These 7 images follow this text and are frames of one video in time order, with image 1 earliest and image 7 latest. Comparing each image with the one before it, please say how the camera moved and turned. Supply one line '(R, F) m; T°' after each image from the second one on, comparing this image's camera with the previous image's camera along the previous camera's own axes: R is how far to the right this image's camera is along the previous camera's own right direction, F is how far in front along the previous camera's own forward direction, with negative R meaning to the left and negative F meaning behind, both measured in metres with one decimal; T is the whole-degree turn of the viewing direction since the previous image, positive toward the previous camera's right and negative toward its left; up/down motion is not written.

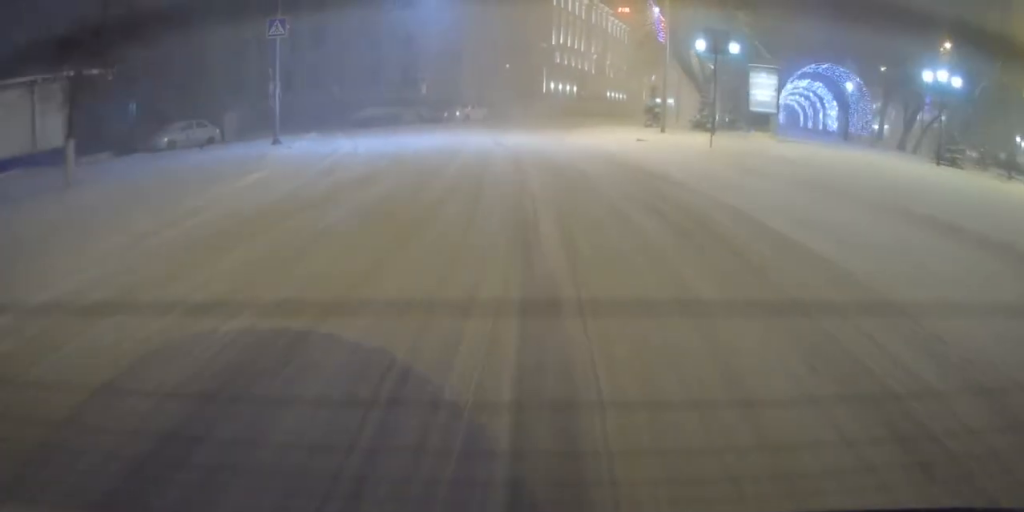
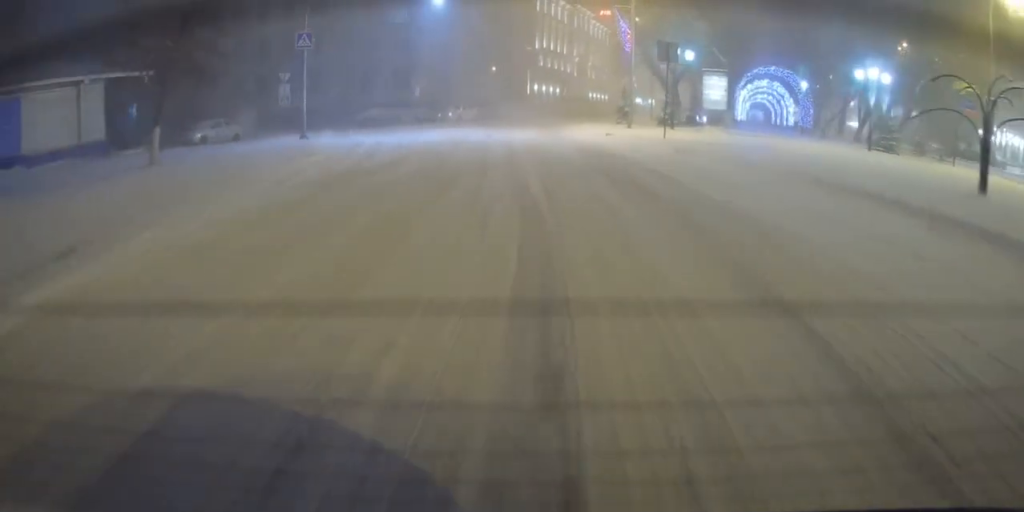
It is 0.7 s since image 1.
(+0.2, +4.7) m; +3°
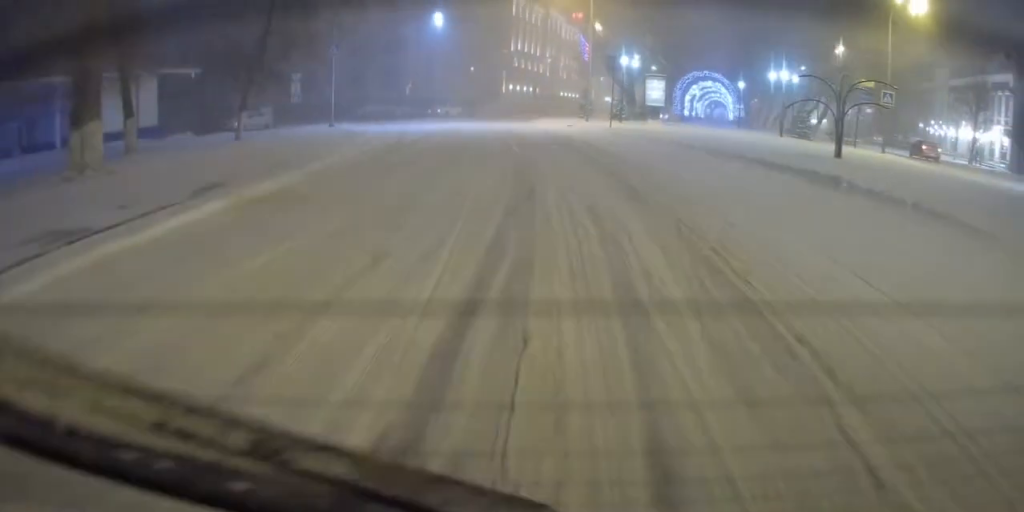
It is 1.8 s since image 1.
(+0.3, +7.9) m; +6°
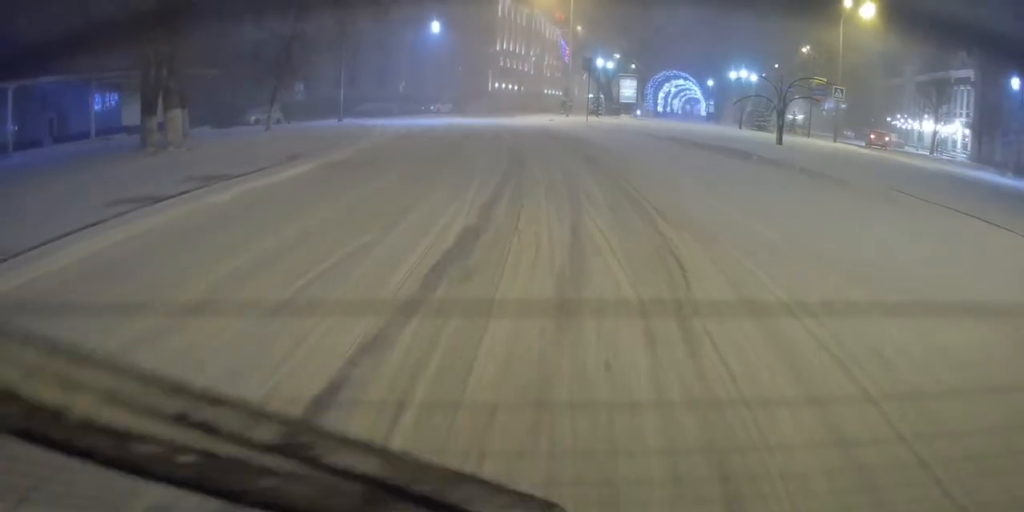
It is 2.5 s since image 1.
(+0.2, +4.5) m; +3°
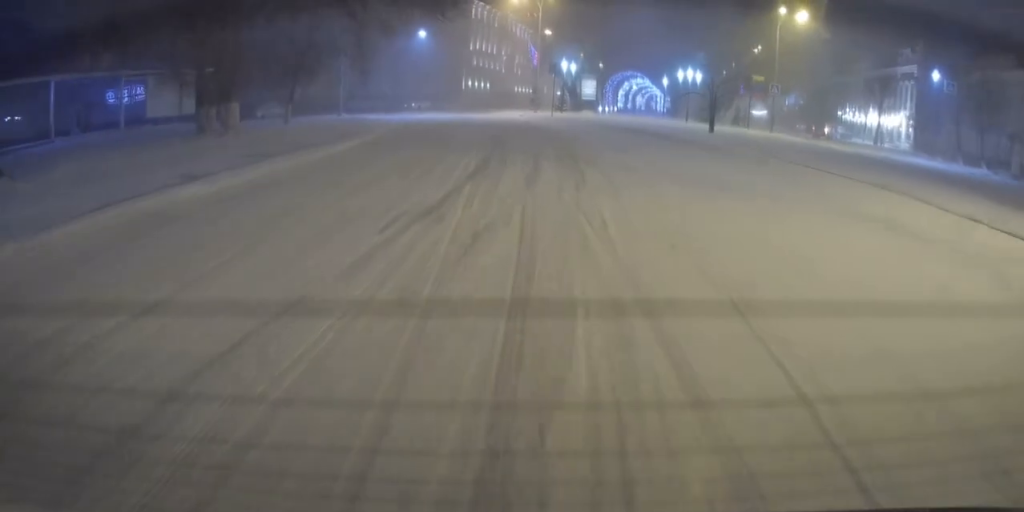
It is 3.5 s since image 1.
(+0.2, +6.2) m; +1°
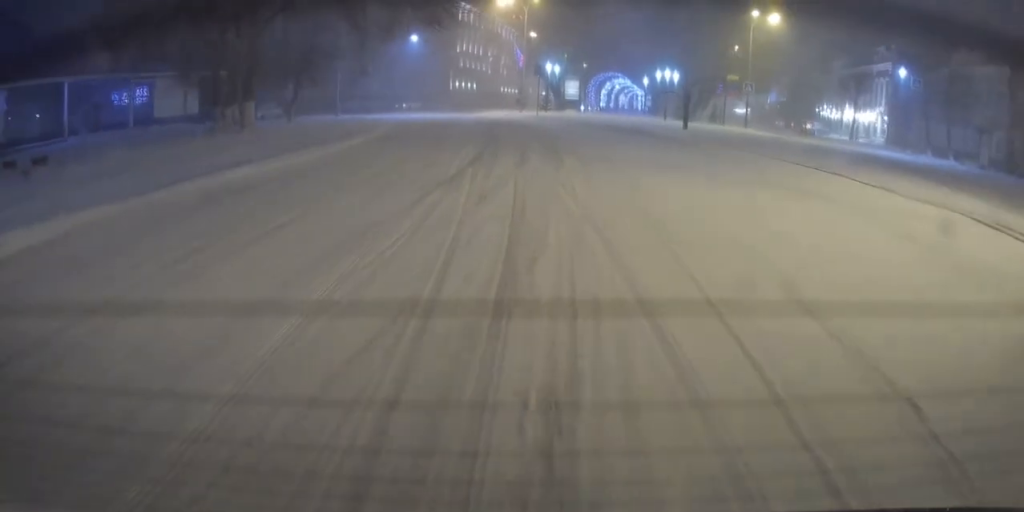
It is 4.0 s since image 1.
(-0.1, +2.6) m; 0°
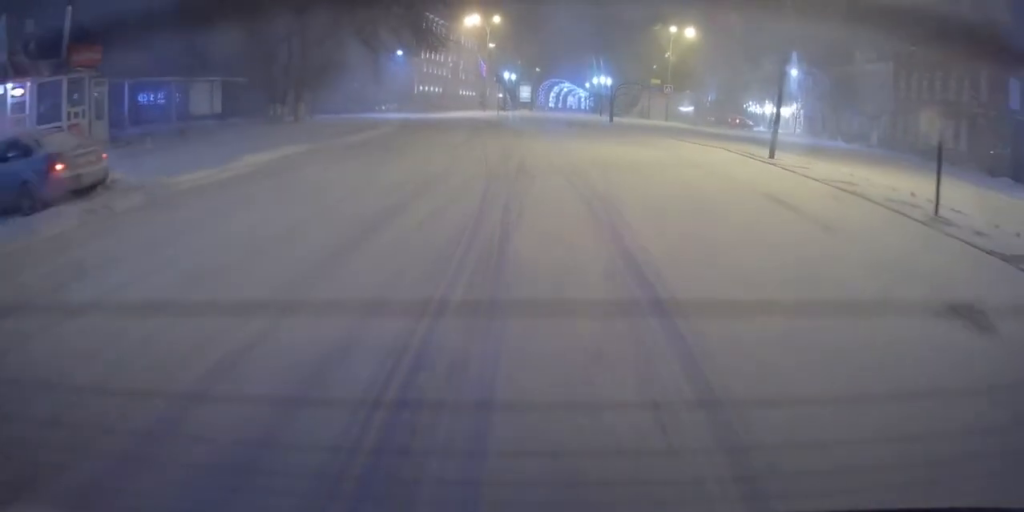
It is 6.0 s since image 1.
(+0.8, +12.0) m; +5°
